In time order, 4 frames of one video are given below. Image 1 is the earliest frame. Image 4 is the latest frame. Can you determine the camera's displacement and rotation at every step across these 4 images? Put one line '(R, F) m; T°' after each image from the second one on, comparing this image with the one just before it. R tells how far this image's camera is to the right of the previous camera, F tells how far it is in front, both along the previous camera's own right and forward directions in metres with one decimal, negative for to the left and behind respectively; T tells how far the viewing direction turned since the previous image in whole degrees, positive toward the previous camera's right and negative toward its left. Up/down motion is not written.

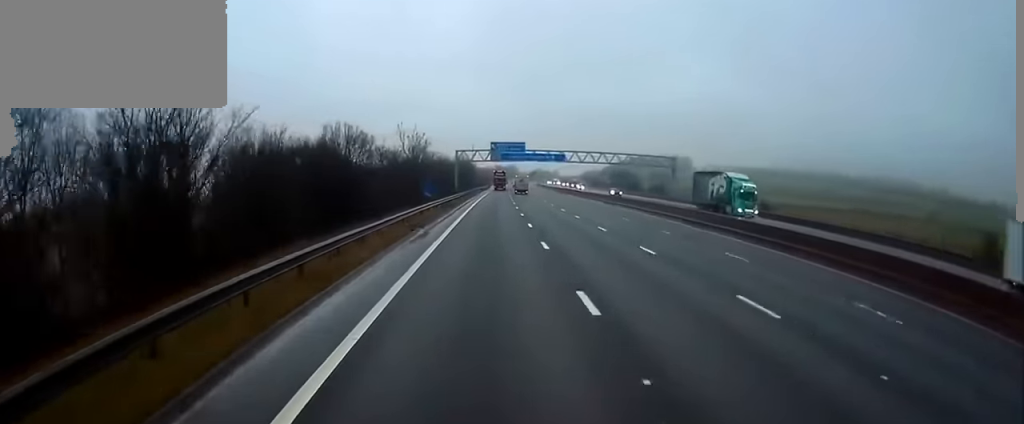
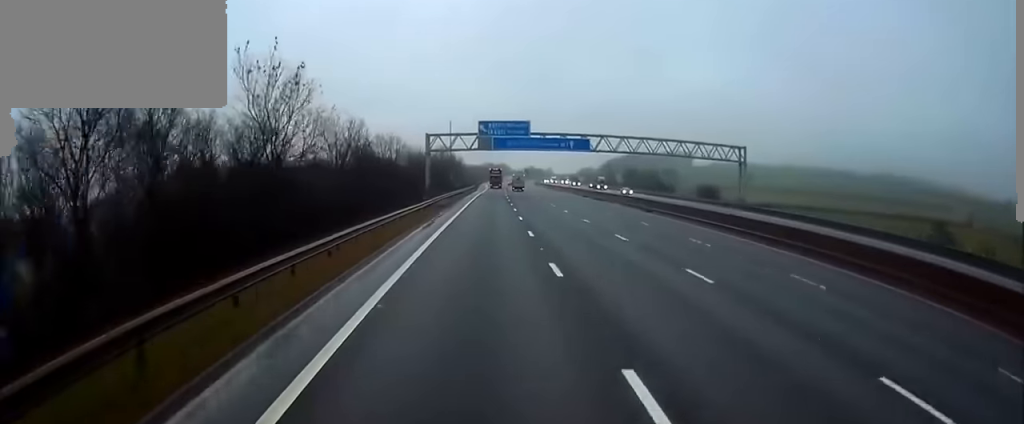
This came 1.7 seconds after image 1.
(+0.6, +41.8) m; +2°
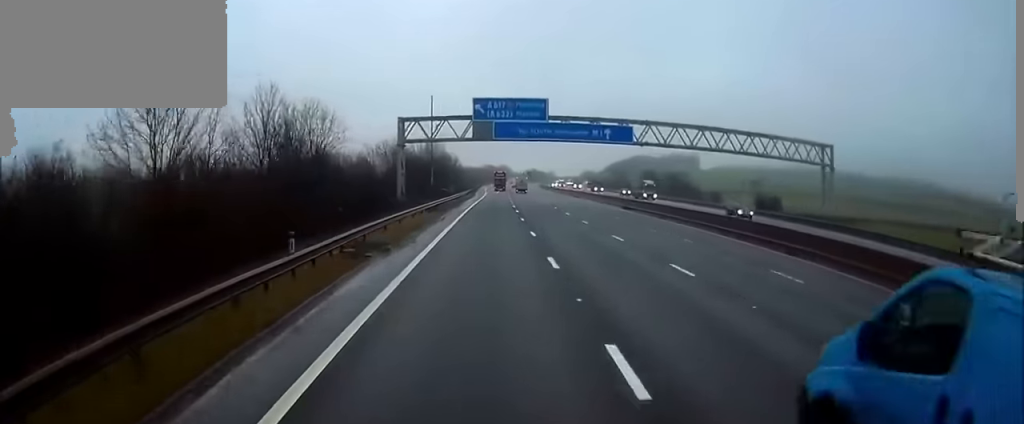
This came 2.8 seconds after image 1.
(0.0, +25.7) m; 0°
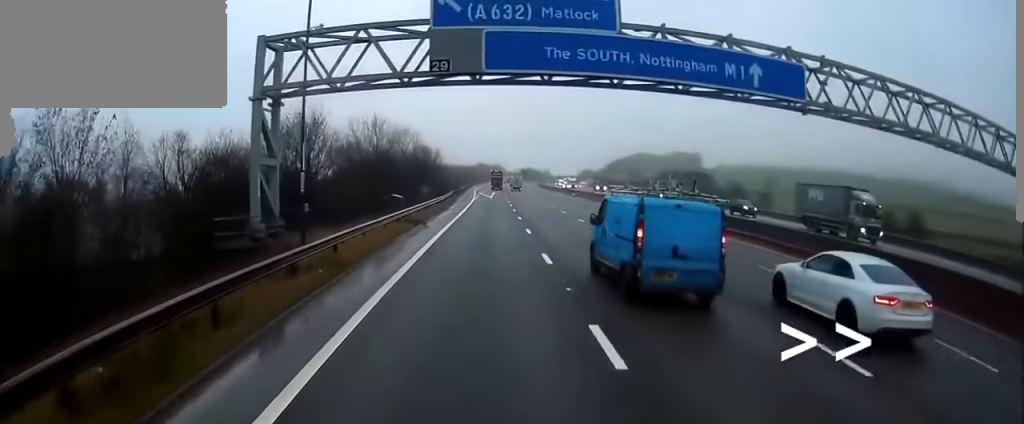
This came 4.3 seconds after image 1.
(0.0, +35.2) m; 0°
